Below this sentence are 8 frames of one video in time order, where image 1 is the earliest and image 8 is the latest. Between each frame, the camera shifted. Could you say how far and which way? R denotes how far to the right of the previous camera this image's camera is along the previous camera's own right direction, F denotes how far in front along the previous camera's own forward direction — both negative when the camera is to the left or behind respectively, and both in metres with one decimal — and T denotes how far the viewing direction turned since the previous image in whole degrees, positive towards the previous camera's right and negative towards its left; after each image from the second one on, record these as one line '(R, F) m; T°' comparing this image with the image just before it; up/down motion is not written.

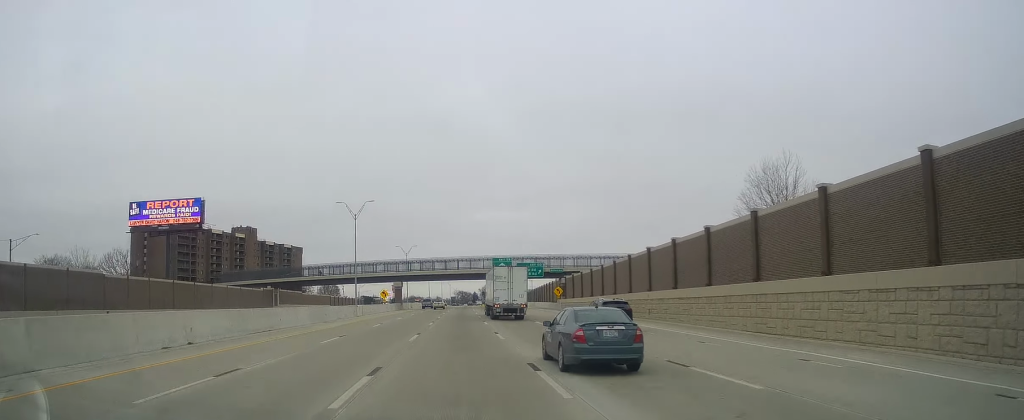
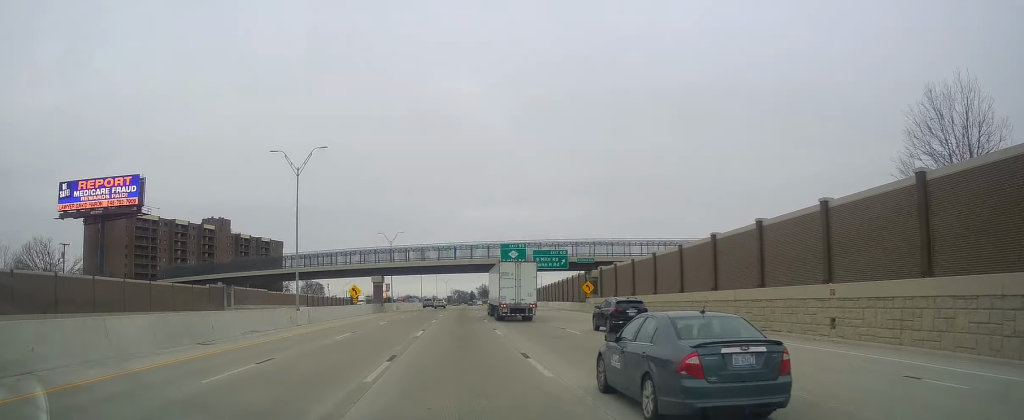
(0.0, +24.0) m; 0°
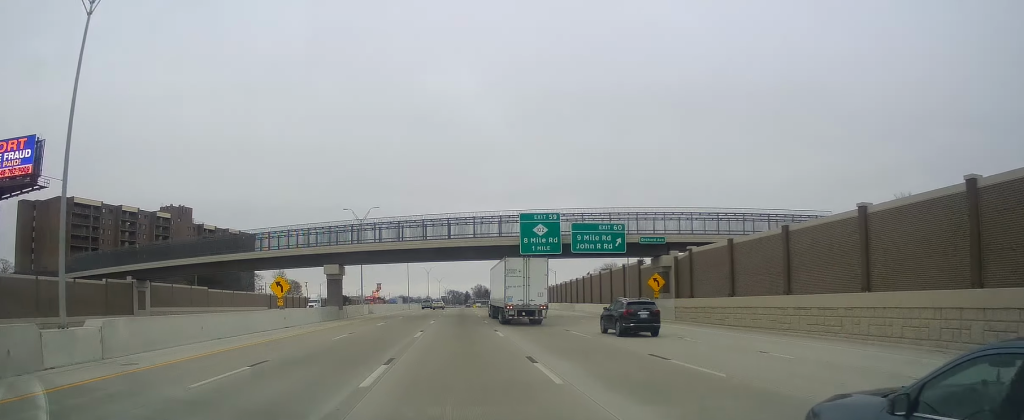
(+0.1, +25.4) m; 0°
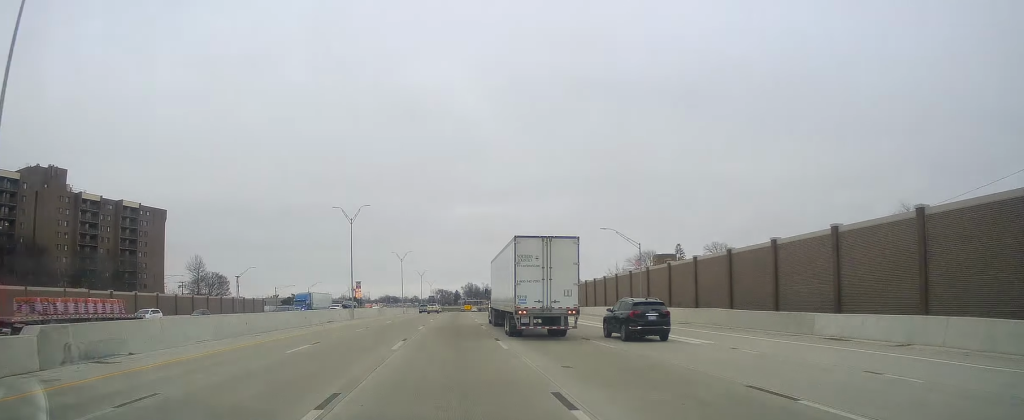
(+0.4, +57.7) m; +1°
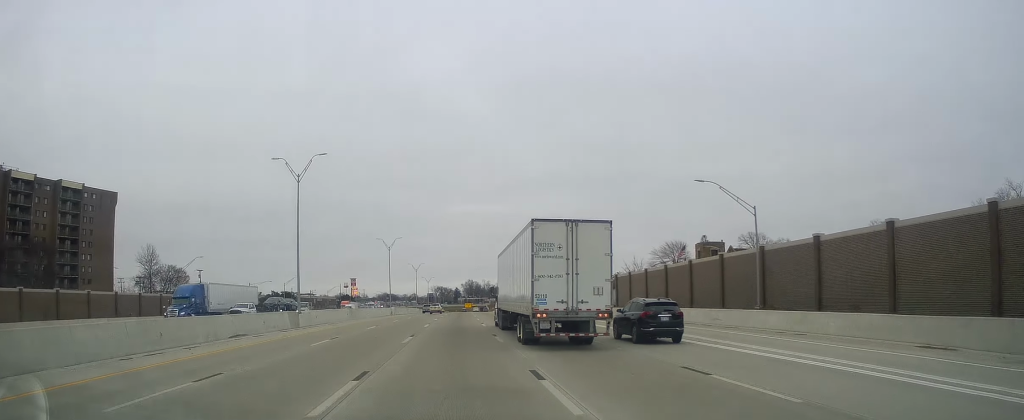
(+0.2, +25.1) m; 0°
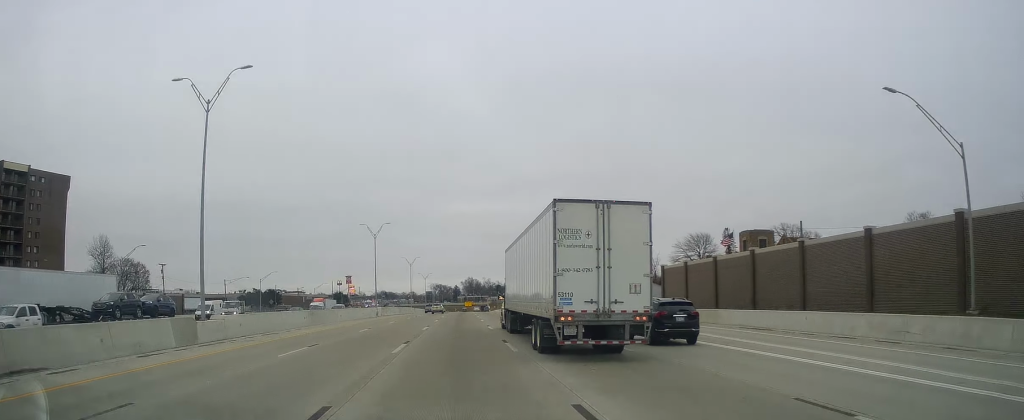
(0.0, +19.1) m; 0°
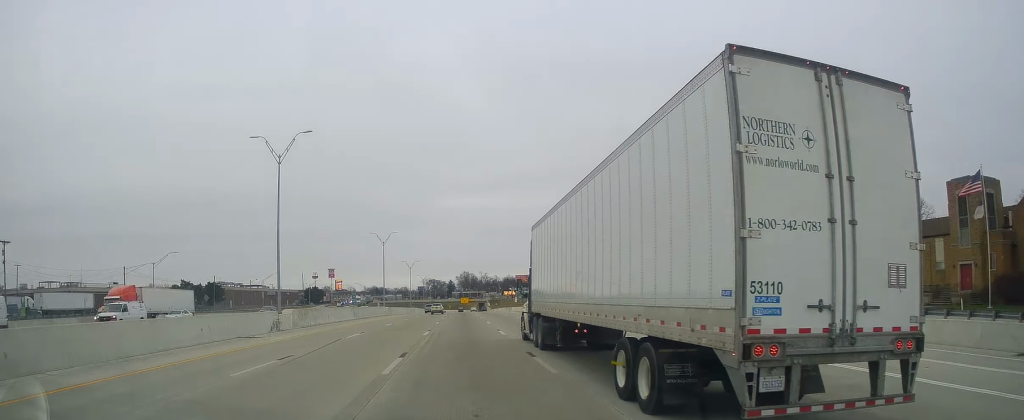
(+0.5, +49.3) m; 0°
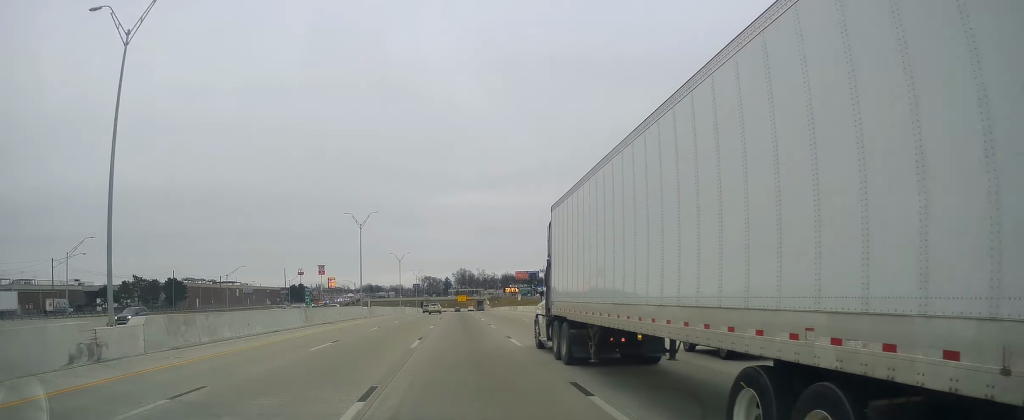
(-0.2, +22.2) m; 0°
